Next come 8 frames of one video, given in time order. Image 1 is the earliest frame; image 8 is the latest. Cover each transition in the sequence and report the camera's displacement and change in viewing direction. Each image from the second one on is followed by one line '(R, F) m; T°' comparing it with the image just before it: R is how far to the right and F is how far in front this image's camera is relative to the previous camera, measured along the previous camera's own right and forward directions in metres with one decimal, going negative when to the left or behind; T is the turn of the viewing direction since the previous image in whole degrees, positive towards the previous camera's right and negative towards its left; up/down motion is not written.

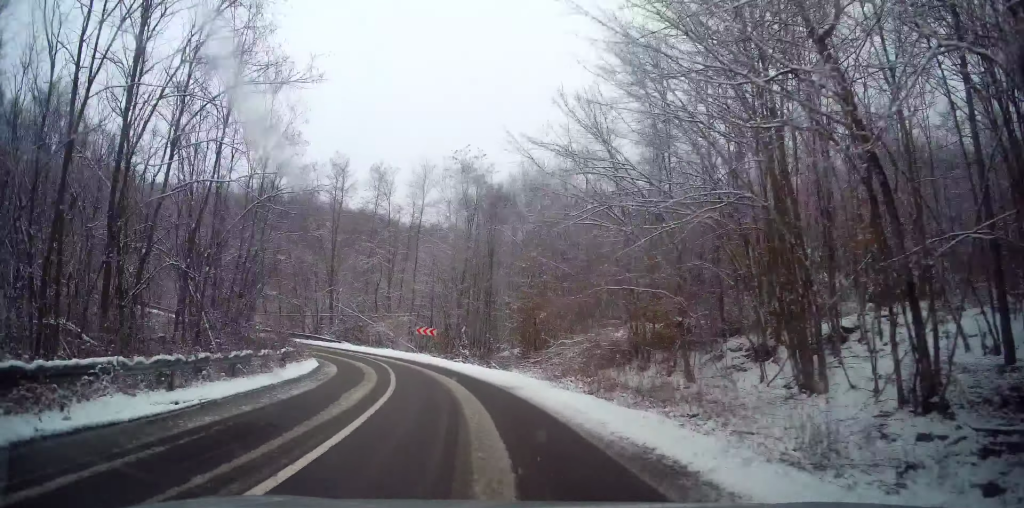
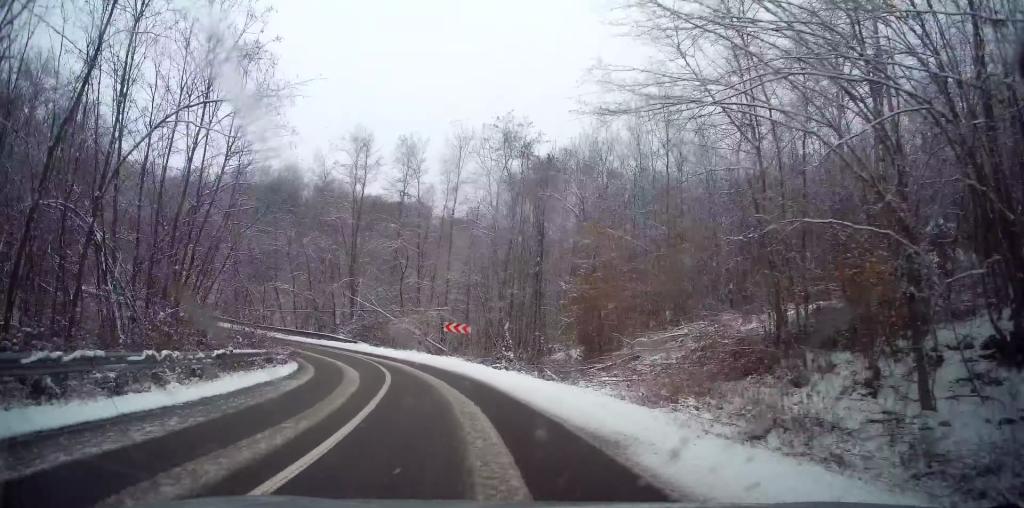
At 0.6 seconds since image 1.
(-0.1, +8.7) m; -3°
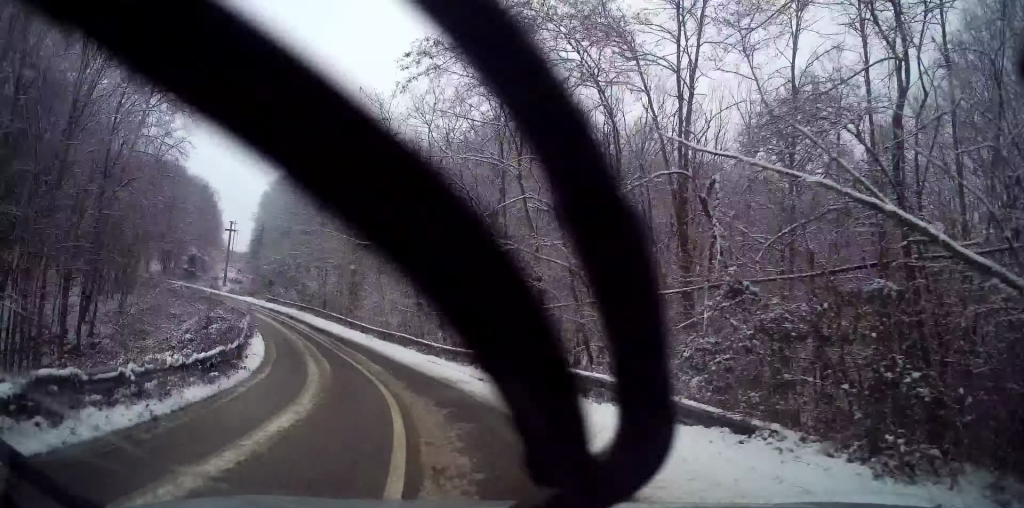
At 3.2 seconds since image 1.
(-8.8, +34.2) m; -33°
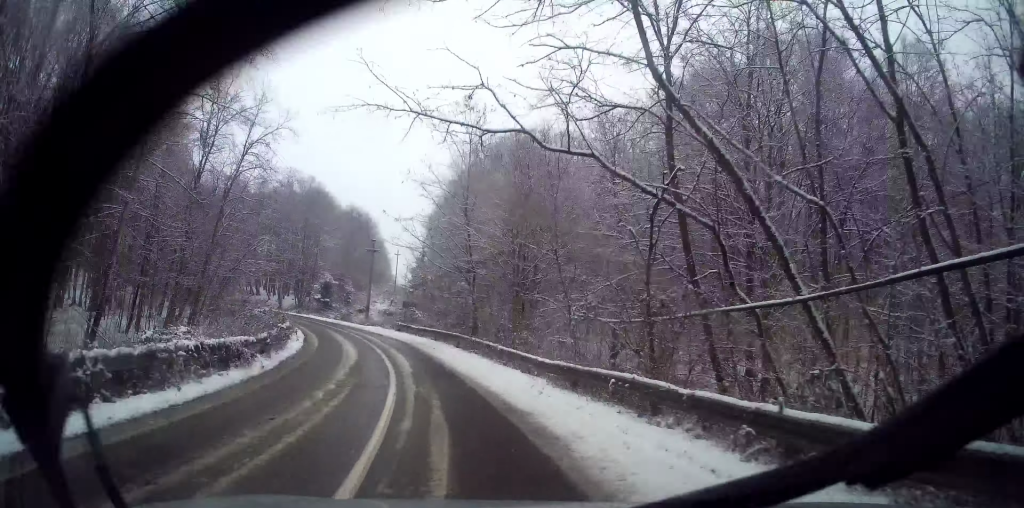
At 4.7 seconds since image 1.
(-3.2, +18.0) m; -20°
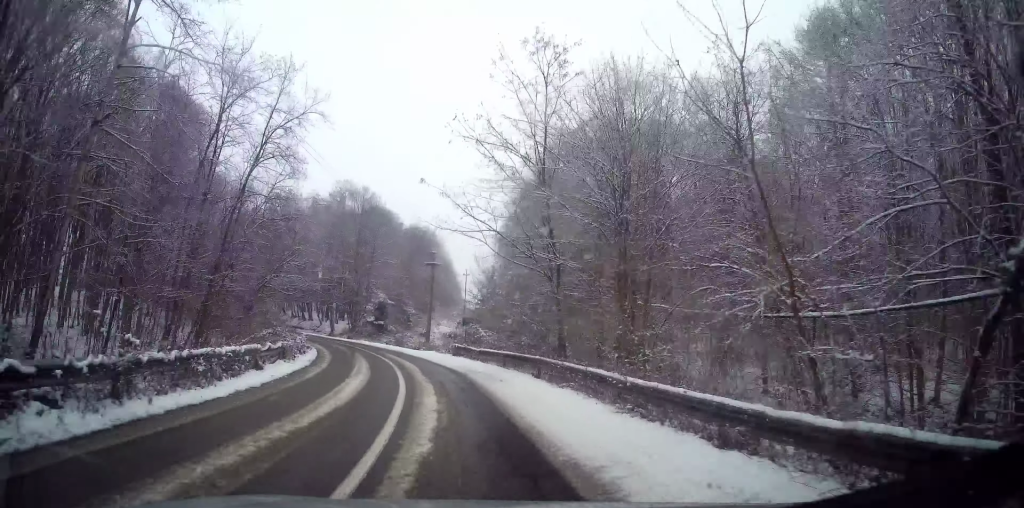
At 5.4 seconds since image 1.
(-0.9, +8.8) m; -7°
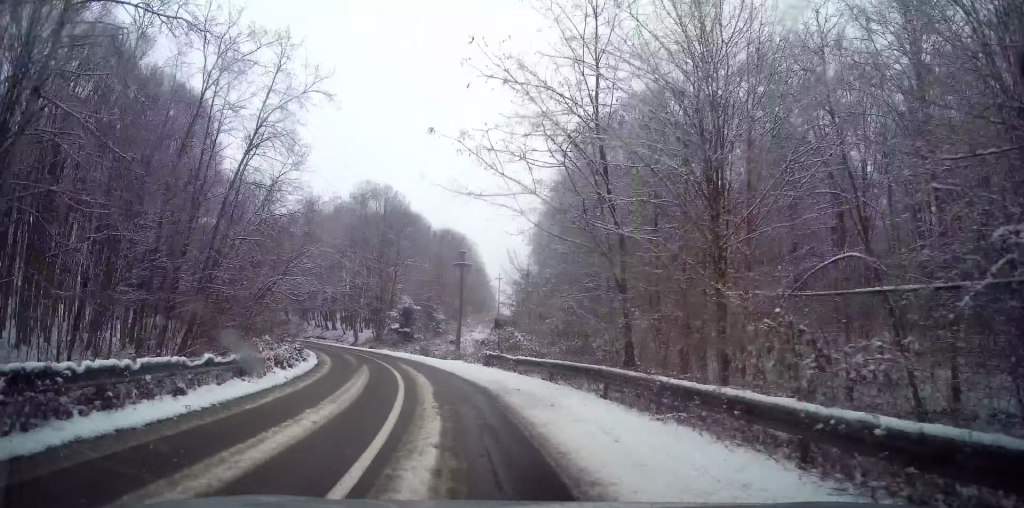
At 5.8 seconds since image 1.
(-0.2, +5.1) m; -4°
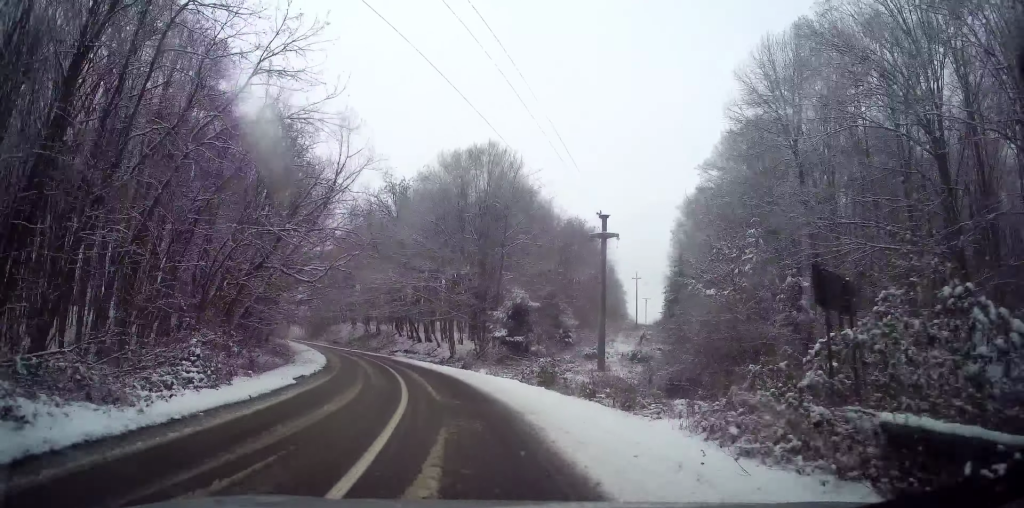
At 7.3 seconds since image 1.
(-2.7, +19.8) m; -16°
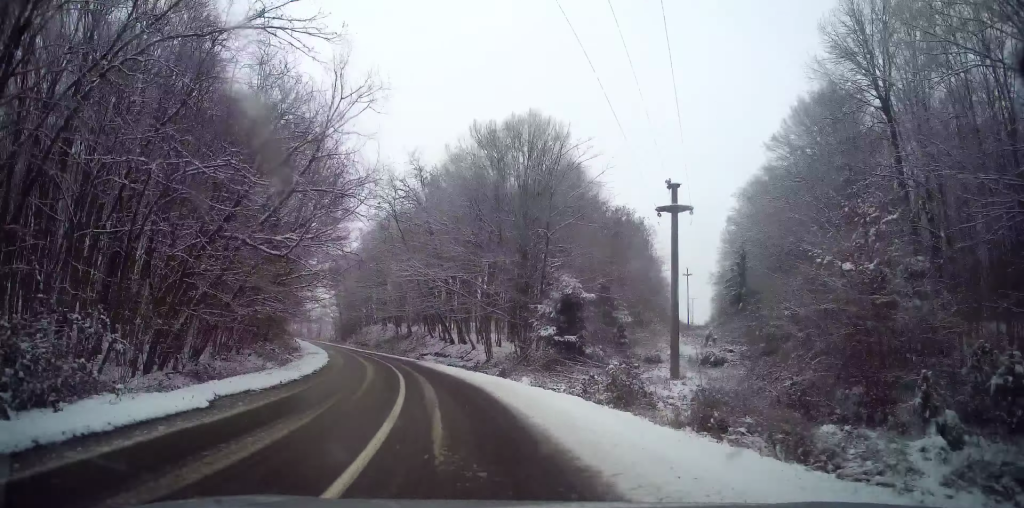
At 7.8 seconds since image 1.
(-0.4, +7.3) m; -5°
